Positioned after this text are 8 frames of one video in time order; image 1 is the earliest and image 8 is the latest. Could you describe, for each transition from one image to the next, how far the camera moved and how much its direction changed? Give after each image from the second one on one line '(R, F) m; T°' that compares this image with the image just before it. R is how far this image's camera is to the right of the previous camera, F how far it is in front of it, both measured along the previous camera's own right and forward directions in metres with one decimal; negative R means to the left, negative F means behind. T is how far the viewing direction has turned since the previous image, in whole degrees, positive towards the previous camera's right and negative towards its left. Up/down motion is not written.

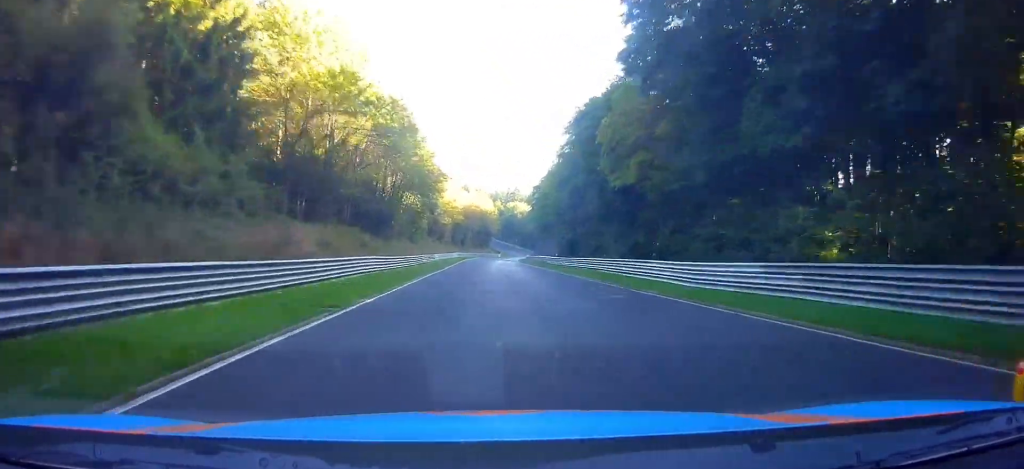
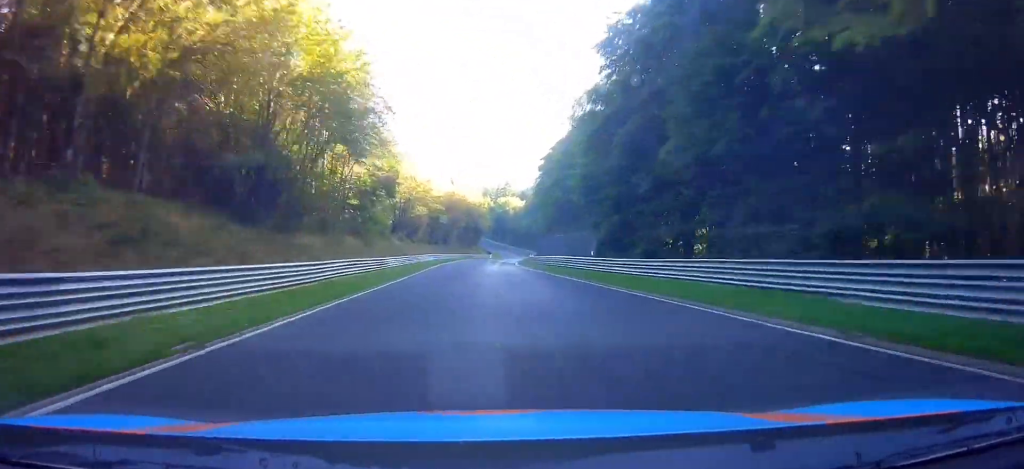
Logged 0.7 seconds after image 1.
(-0.3, +26.2) m; -1°
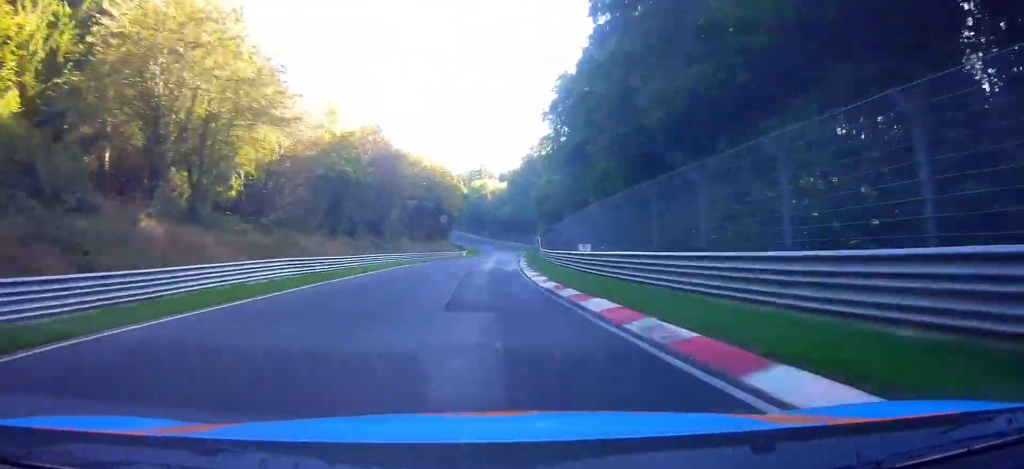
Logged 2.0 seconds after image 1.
(-0.9, +47.6) m; -2°
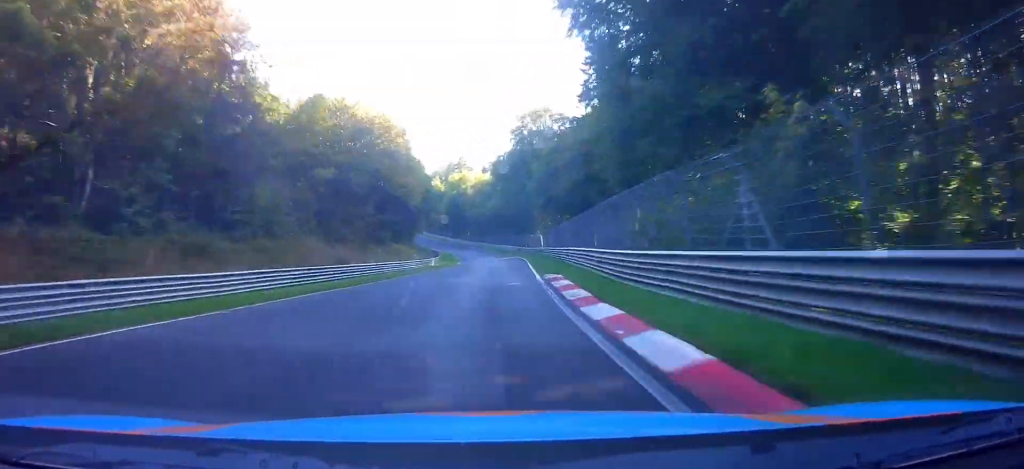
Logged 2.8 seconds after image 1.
(-0.5, +33.2) m; -1°
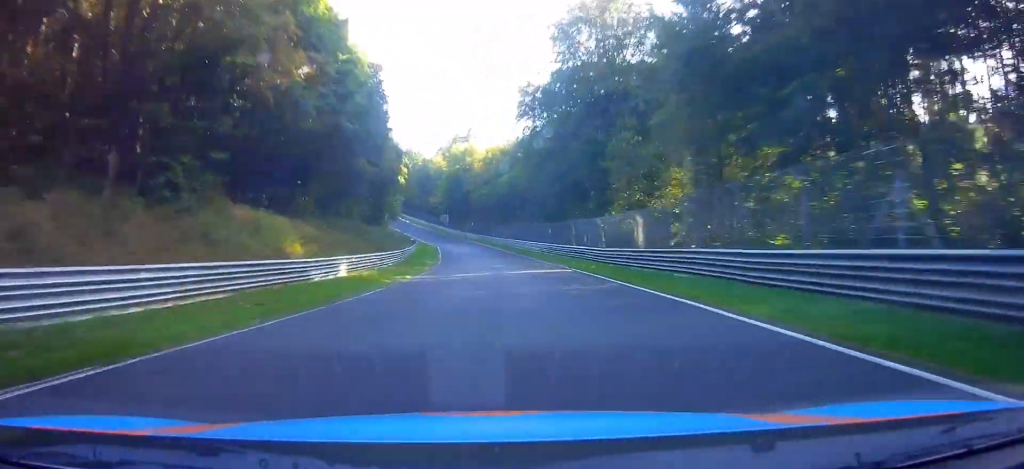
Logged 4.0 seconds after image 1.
(-0.5, +48.0) m; 0°
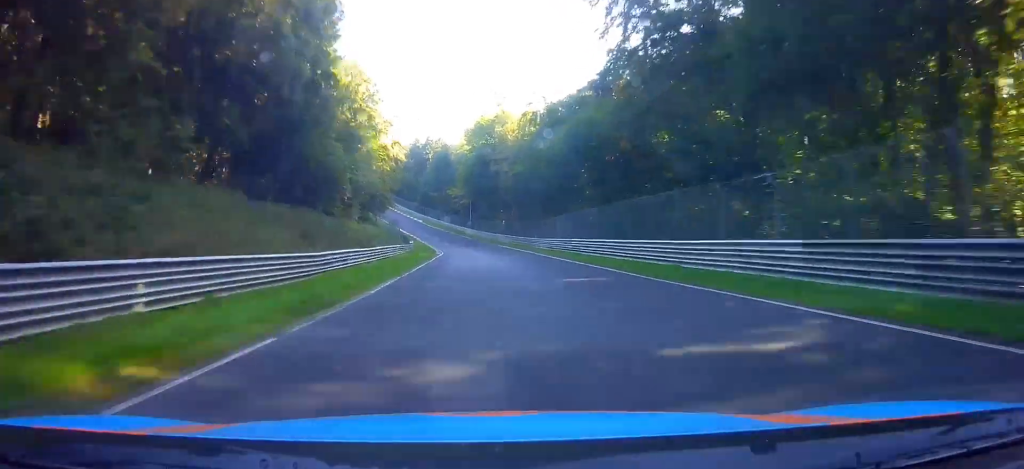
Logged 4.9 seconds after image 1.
(+0.4, +41.7) m; +1°
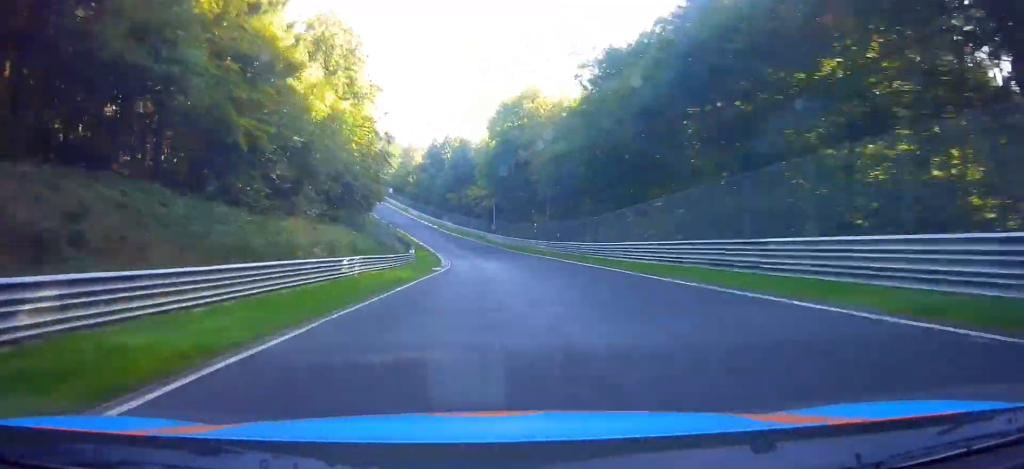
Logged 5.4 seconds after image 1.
(+0.1, +22.8) m; +1°
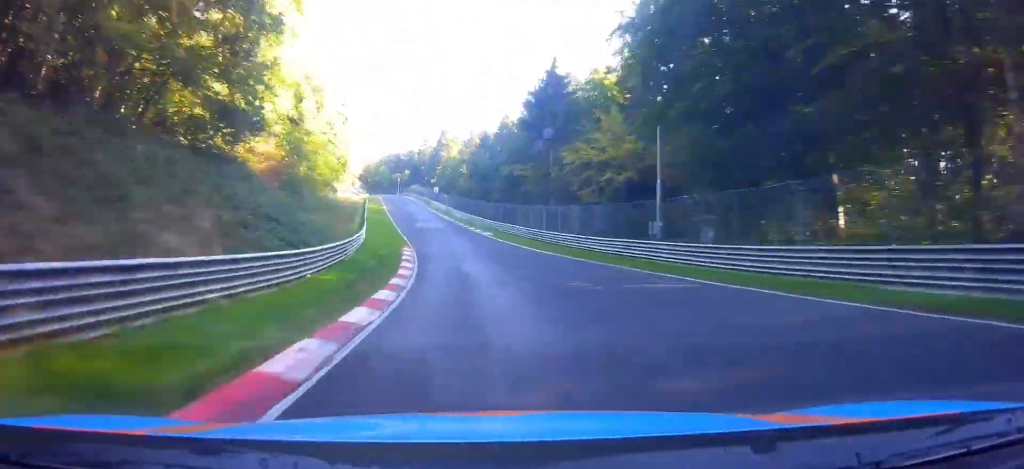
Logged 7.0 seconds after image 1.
(-0.7, +71.3) m; -2°
